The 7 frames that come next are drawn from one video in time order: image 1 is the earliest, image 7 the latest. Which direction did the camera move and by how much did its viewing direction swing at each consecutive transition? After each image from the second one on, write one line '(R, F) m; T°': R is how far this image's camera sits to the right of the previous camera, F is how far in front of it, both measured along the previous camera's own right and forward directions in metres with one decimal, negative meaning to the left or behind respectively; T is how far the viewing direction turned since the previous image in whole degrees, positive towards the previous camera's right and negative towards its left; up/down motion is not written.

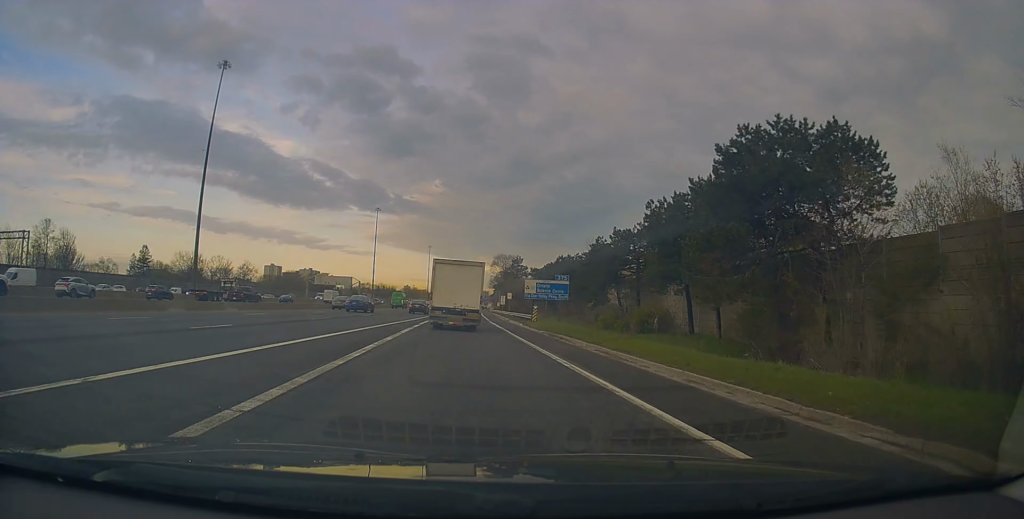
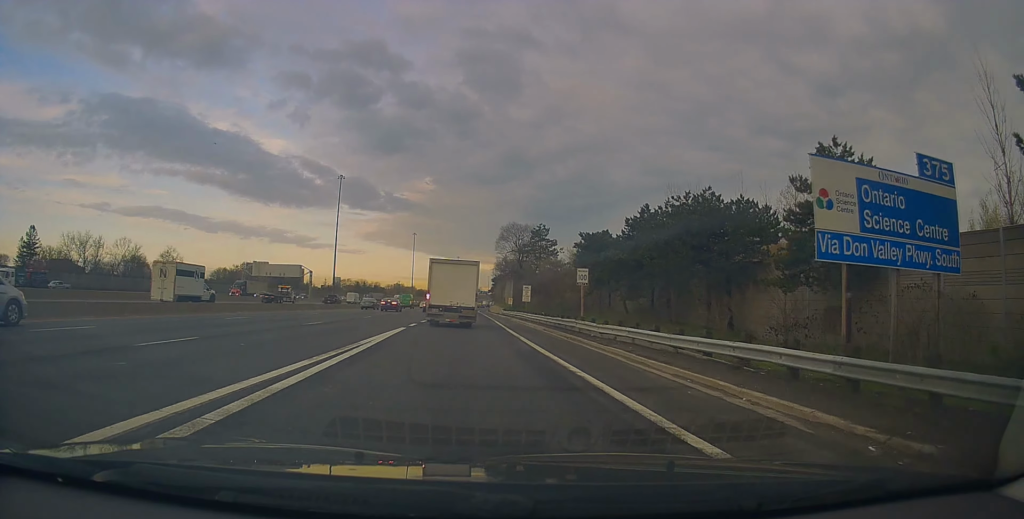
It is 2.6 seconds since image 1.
(+1.7, +53.5) m; +1°
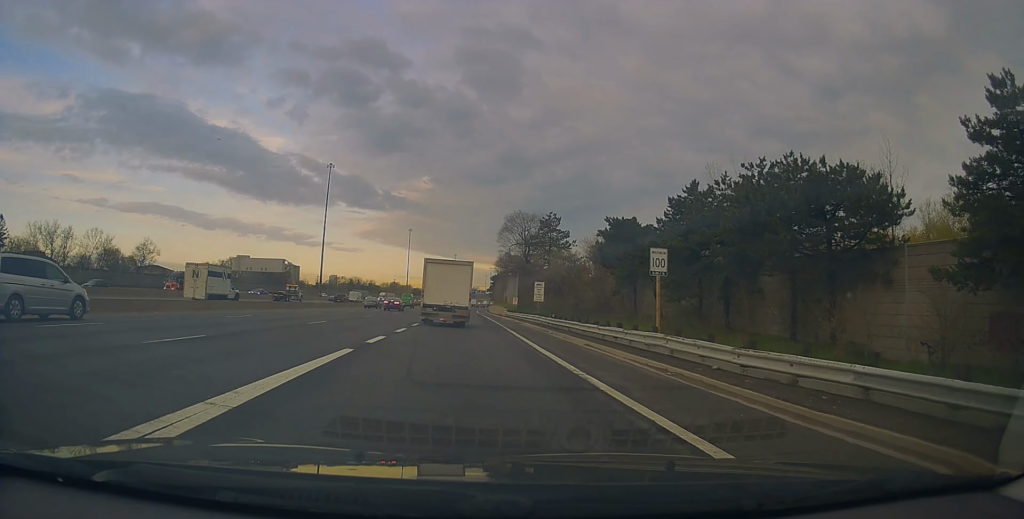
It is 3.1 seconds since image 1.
(-0.1, +12.1) m; 0°
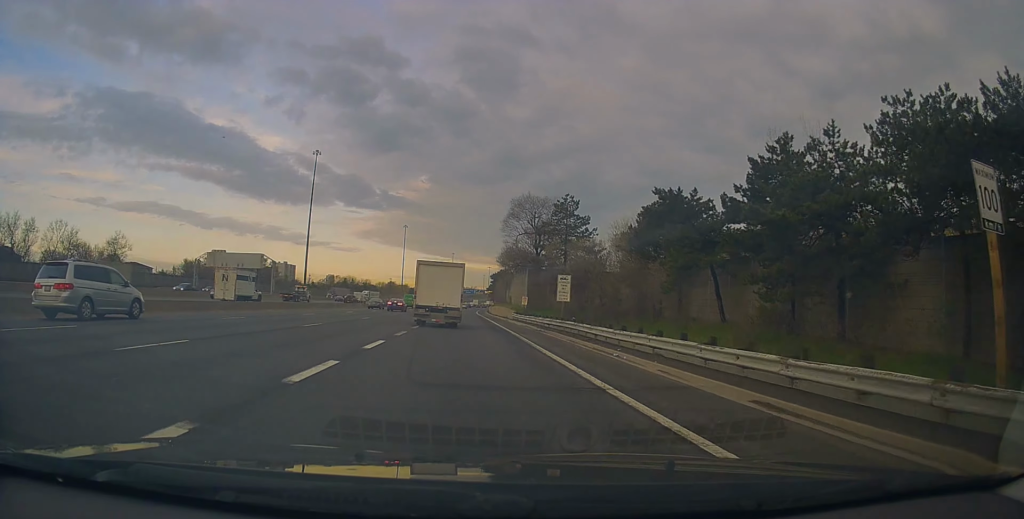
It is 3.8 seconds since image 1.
(-0.3, +13.2) m; 0°
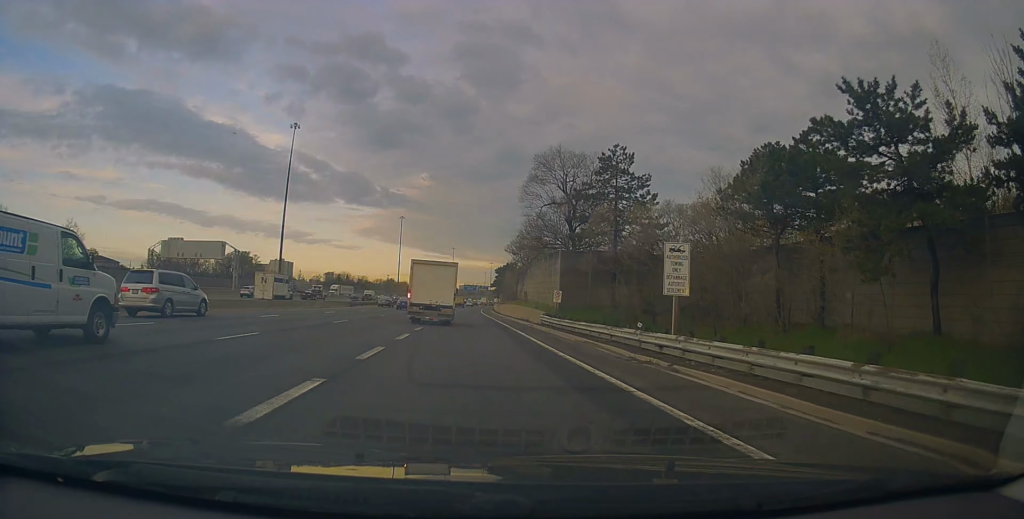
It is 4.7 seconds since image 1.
(+0.5, +20.7) m; +1°
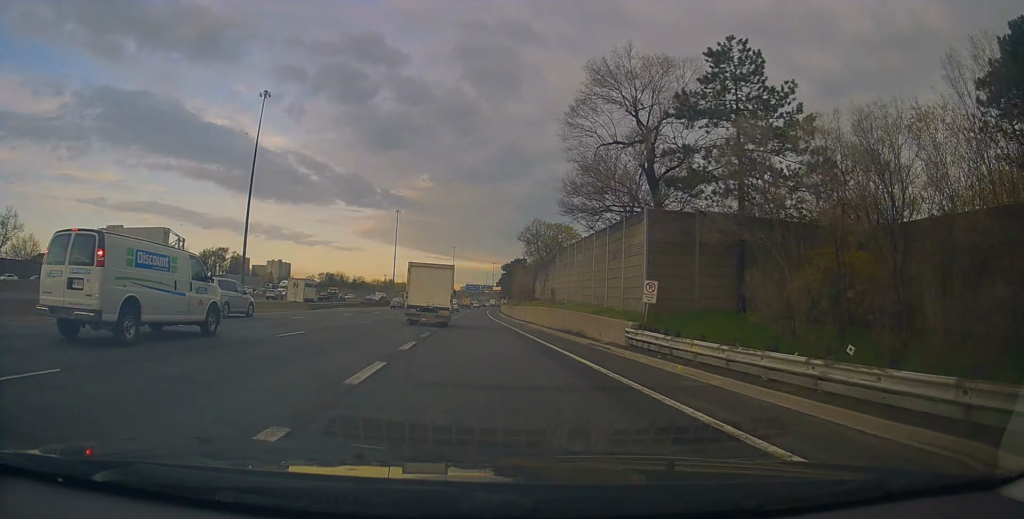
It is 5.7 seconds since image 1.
(0.0, +20.9) m; -1°
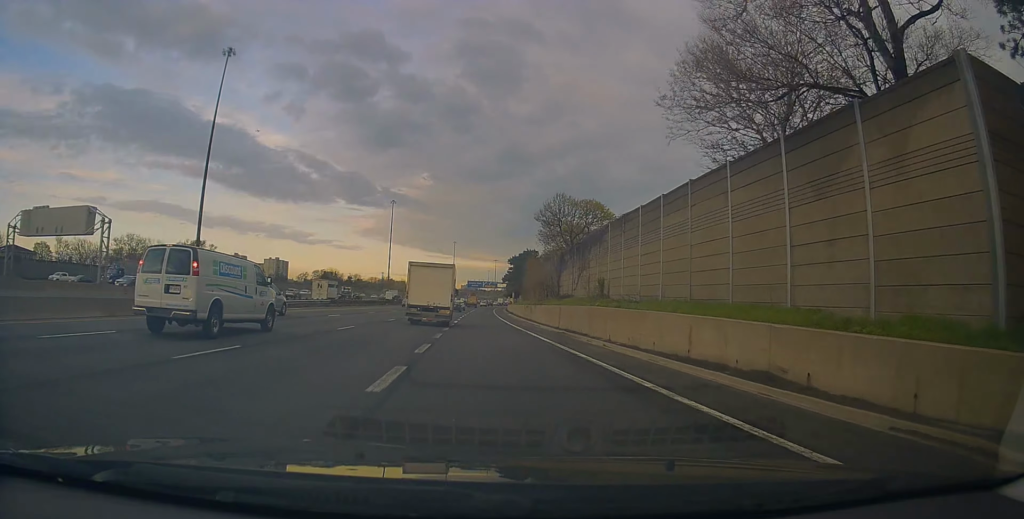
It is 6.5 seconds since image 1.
(-0.3, +18.4) m; -1°
